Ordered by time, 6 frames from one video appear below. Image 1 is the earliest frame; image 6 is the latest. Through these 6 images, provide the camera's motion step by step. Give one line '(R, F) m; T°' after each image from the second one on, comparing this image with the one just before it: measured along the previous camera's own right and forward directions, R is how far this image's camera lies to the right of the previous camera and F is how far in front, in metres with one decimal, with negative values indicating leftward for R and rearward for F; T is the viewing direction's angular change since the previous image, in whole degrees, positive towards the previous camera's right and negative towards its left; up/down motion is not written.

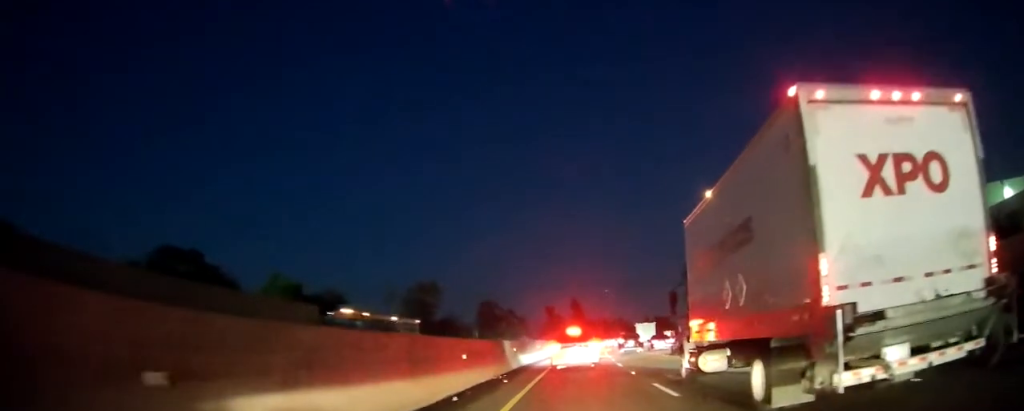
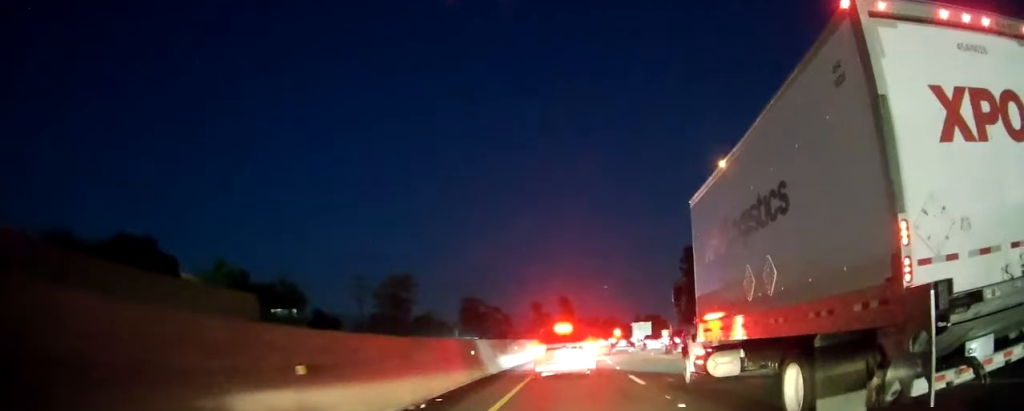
(-0.1, +12.9) m; +1°
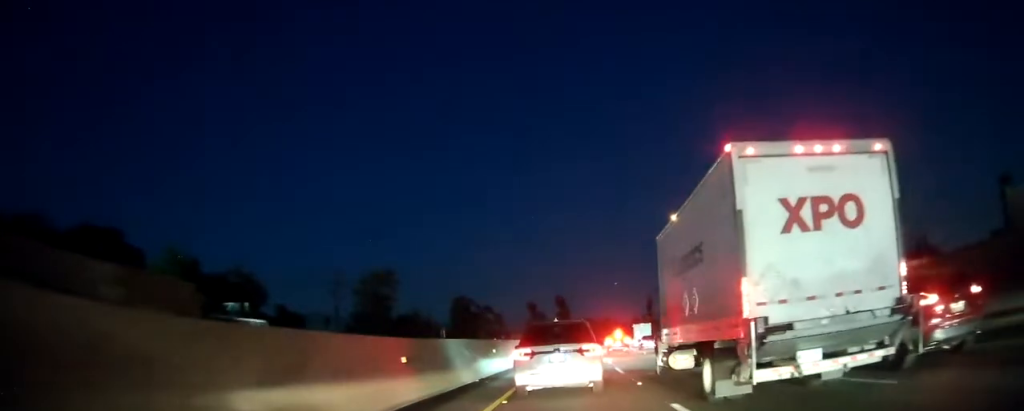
(+0.1, +11.9) m; -1°
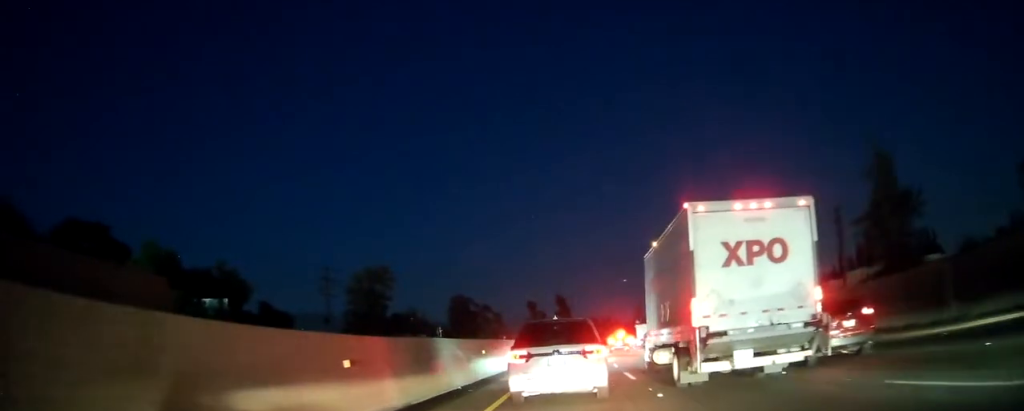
(+0.1, +4.9) m; +5°
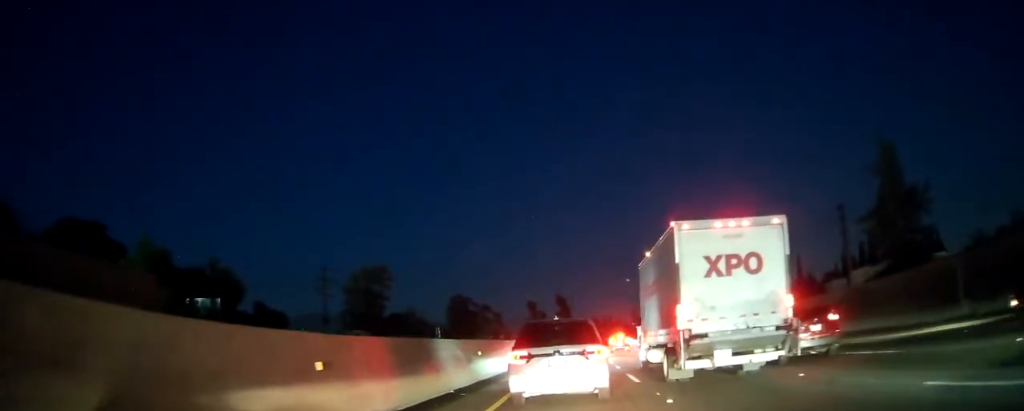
(+0.1, +1.6) m; 0°
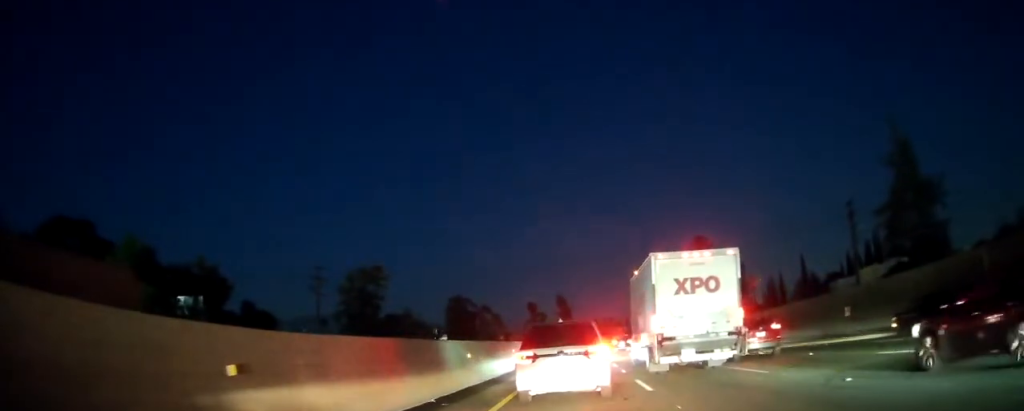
(+0.1, +2.9) m; -2°
